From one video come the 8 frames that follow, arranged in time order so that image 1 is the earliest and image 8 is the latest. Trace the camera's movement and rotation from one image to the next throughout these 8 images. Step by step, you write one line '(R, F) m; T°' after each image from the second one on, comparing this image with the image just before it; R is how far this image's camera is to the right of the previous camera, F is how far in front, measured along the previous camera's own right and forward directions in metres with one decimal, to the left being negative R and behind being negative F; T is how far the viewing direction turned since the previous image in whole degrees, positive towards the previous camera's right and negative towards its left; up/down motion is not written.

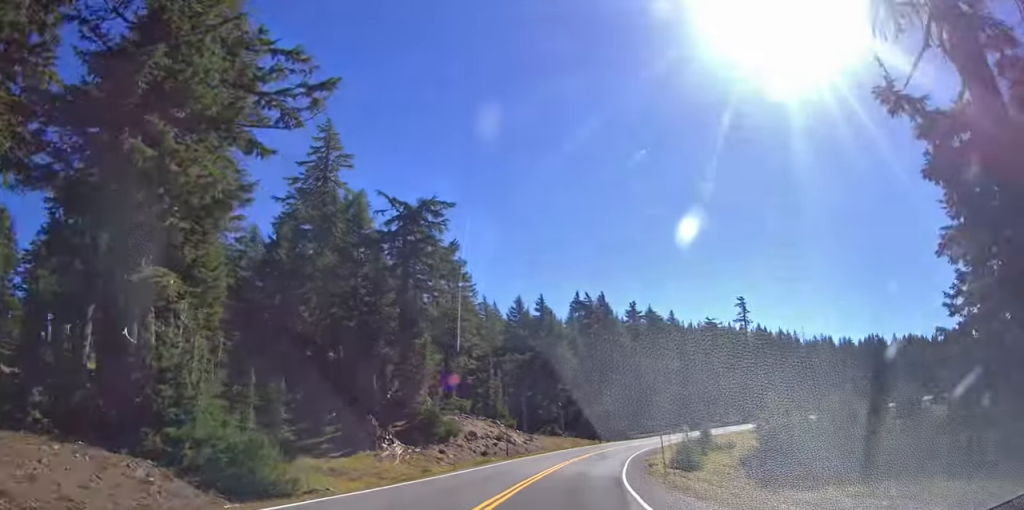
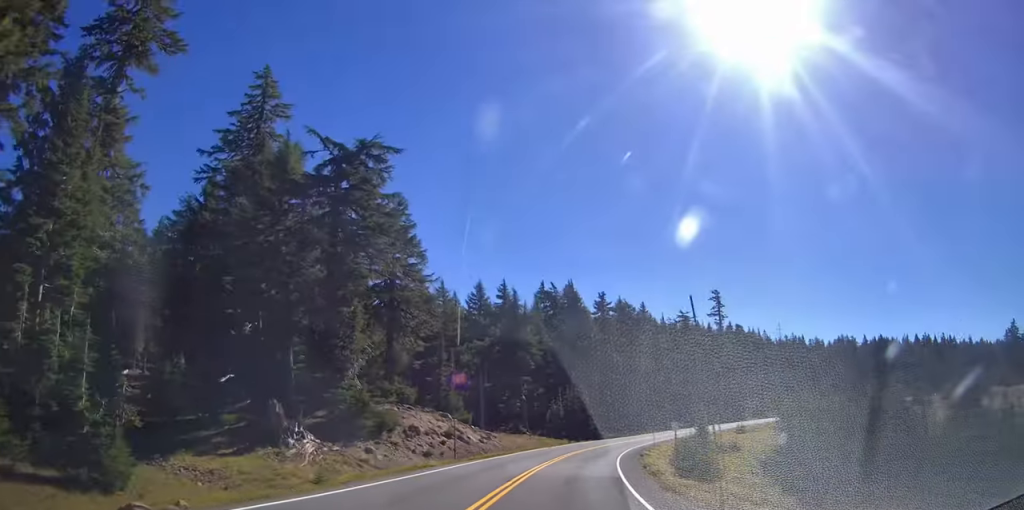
(+0.8, +10.2) m; +4°
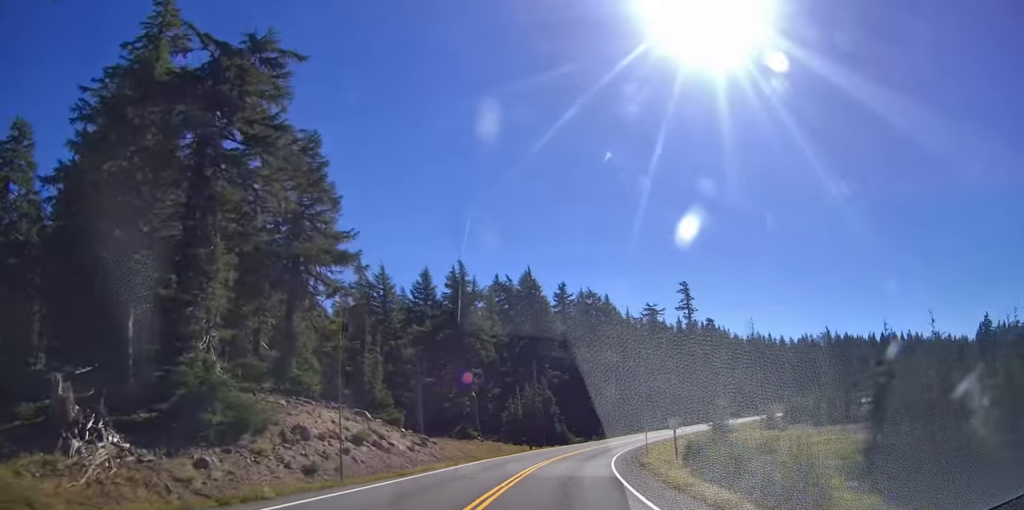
(0.0, +13.1) m; +1°
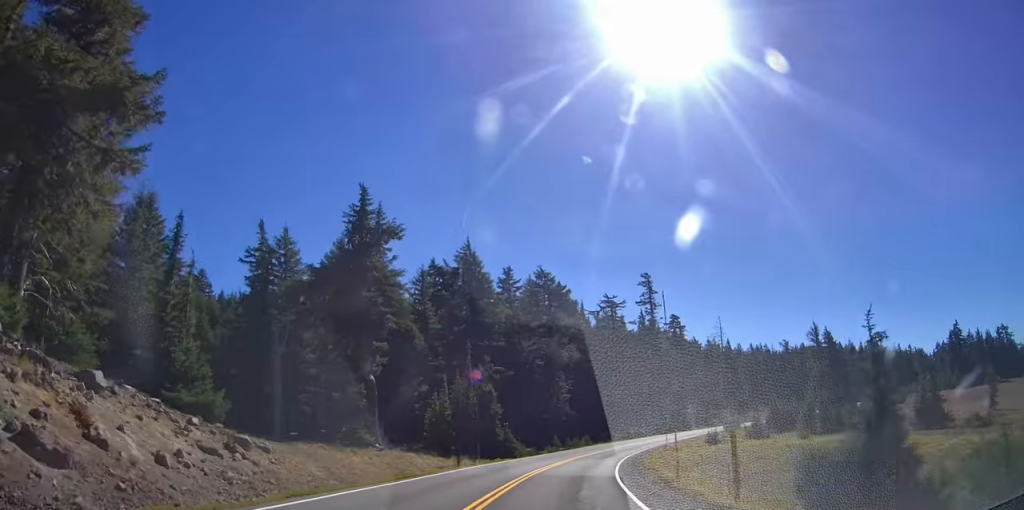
(+0.3, +19.3) m; +9°
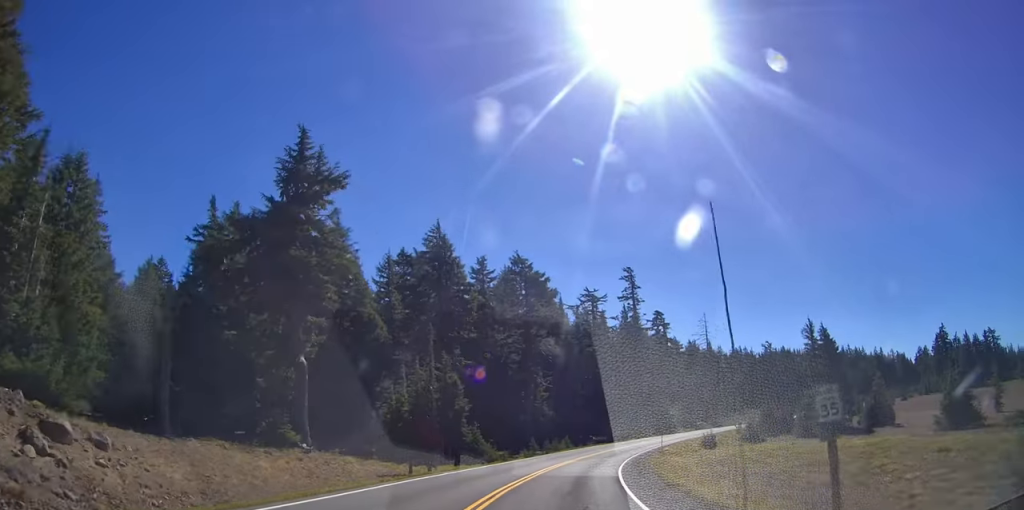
(+1.0, +7.5) m; +4°
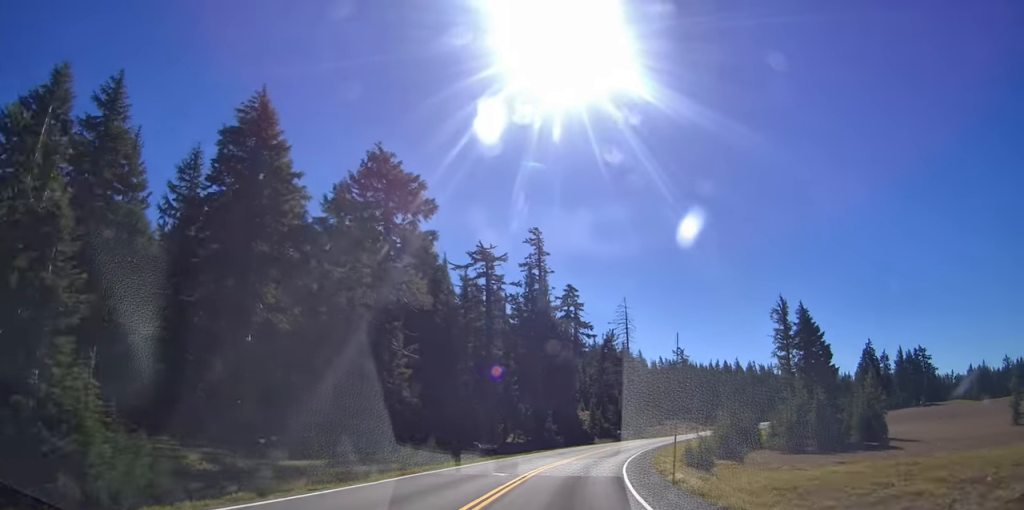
(+2.7, +29.6) m; +9°
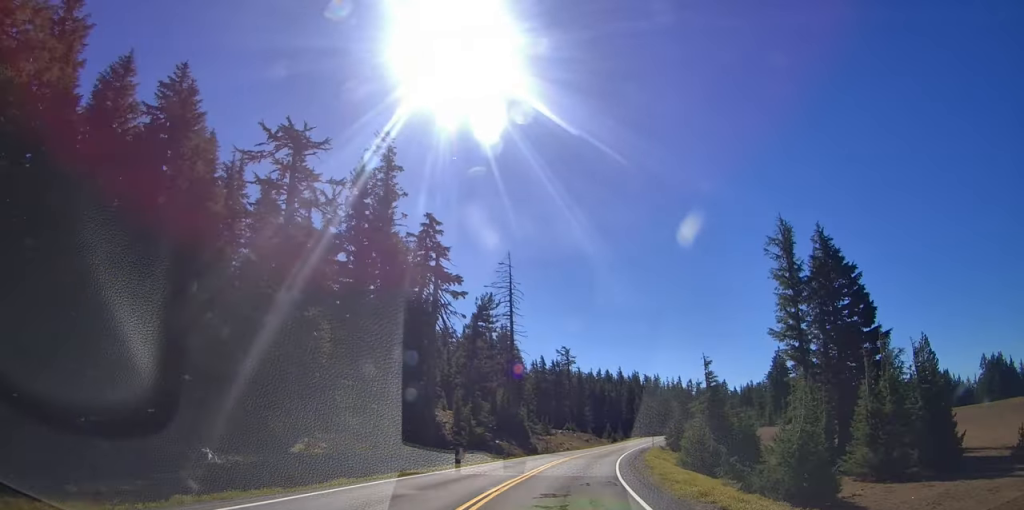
(+4.1, +35.9) m; +11°
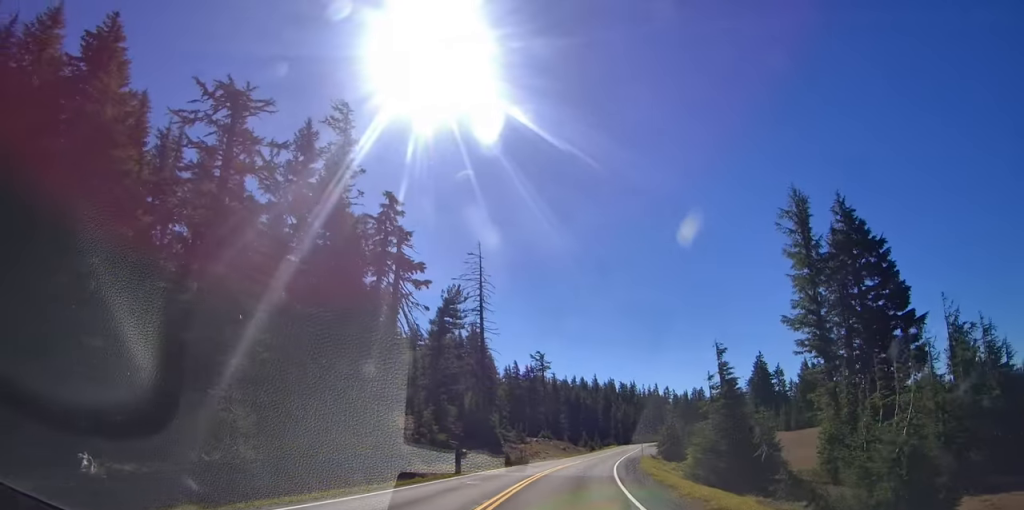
(-0.1, +8.0) m; +2°
